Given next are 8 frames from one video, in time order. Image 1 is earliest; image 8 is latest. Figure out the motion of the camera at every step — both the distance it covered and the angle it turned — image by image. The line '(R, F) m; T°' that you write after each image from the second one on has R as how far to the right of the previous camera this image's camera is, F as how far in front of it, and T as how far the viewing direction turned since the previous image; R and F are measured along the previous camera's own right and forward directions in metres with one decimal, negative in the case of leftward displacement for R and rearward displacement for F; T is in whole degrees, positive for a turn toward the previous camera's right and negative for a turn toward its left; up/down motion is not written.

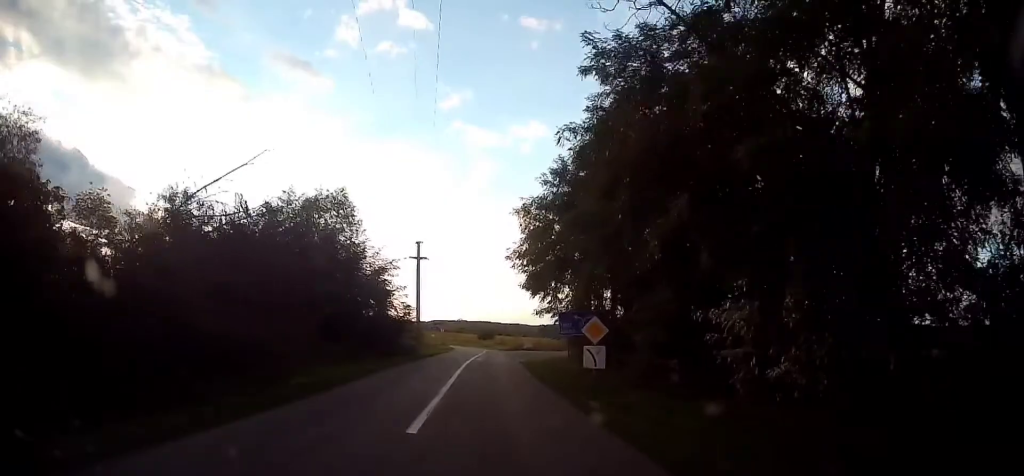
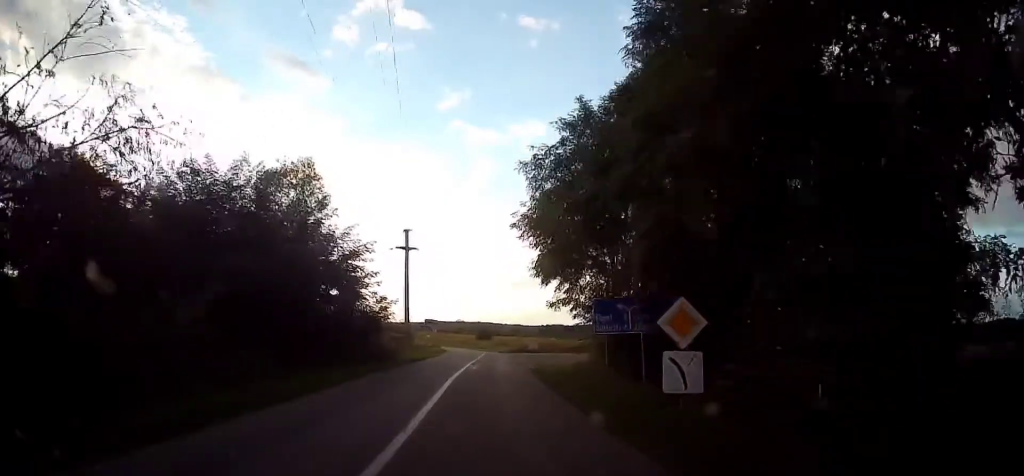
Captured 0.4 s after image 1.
(+0.3, +6.9) m; 0°
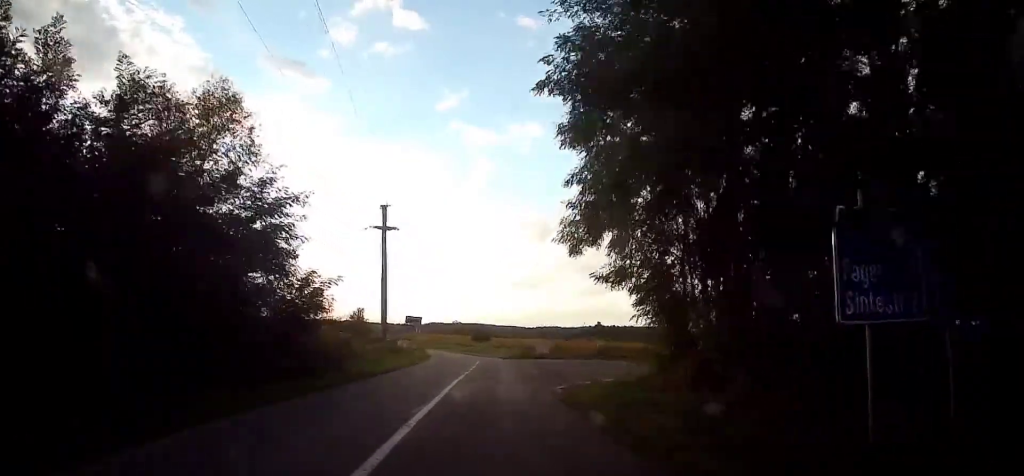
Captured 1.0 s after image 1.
(-0.5, +9.6) m; 0°
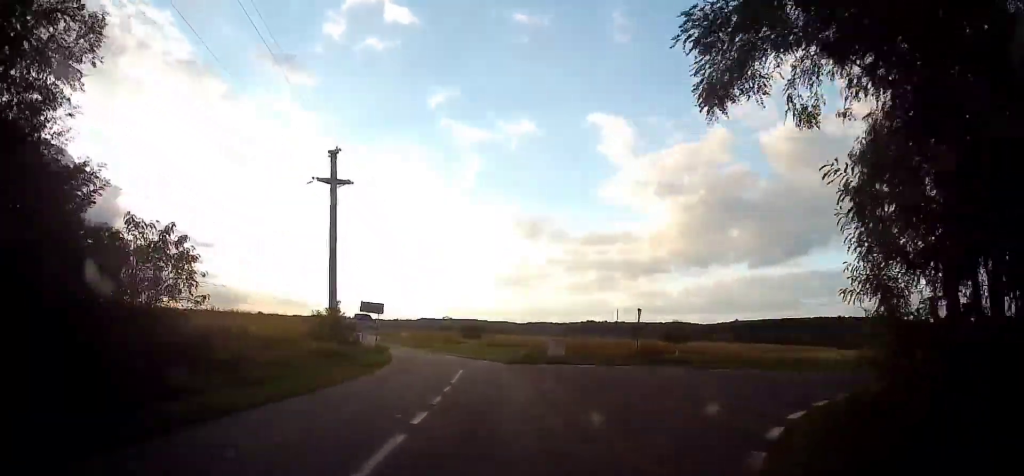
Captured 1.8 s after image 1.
(-0.1, +11.5) m; 0°
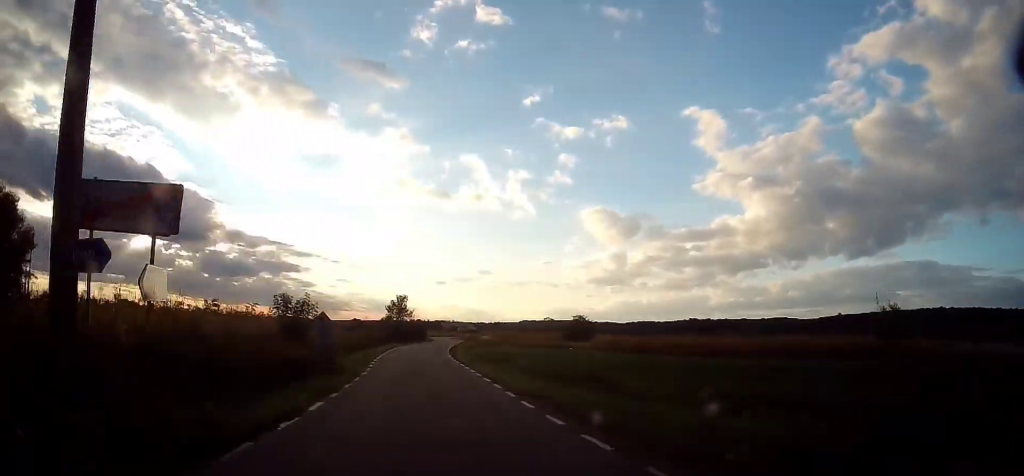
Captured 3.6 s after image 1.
(-0.2, +24.6) m; -7°
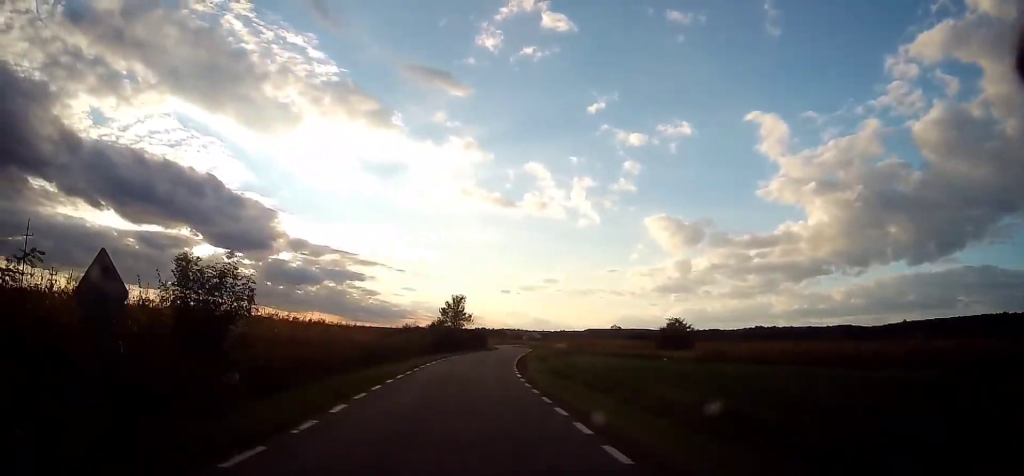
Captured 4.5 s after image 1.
(-0.9, +12.4) m; -8°
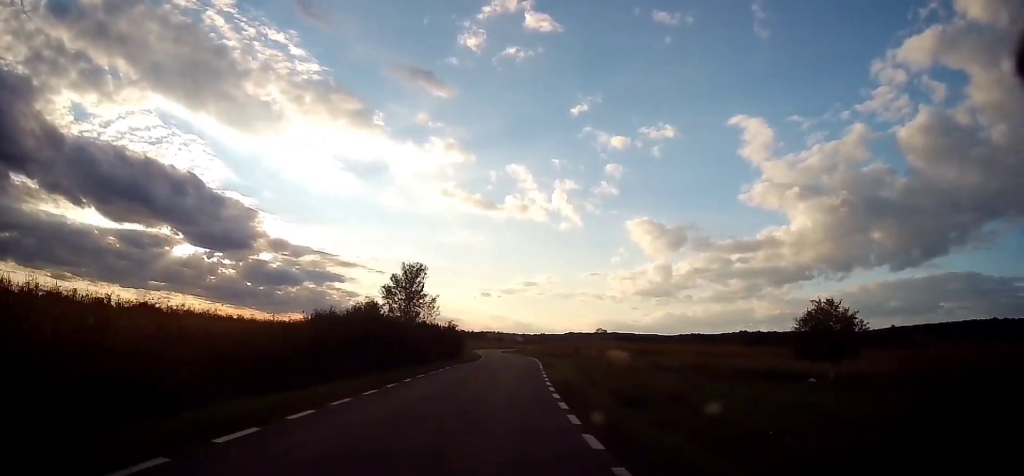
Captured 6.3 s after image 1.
(-1.0, +25.7) m; 0°
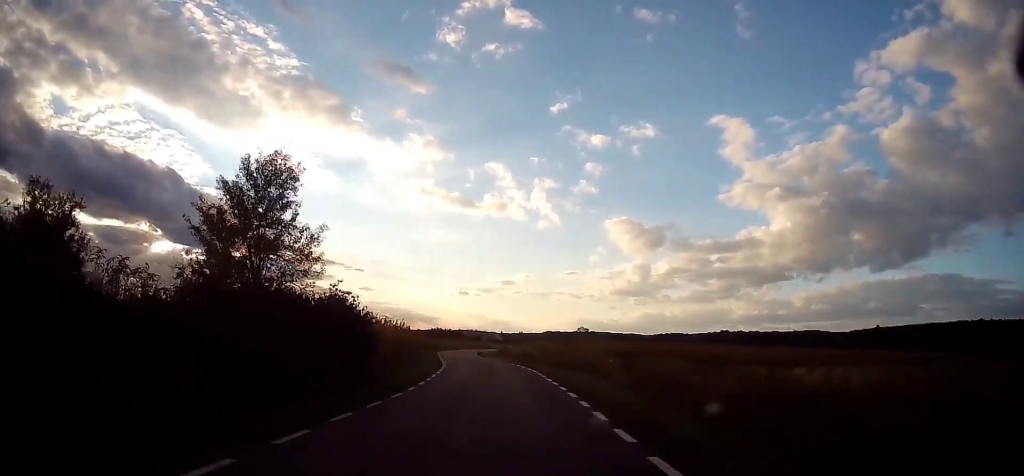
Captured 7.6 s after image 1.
(+0.6, +20.8) m; +2°
